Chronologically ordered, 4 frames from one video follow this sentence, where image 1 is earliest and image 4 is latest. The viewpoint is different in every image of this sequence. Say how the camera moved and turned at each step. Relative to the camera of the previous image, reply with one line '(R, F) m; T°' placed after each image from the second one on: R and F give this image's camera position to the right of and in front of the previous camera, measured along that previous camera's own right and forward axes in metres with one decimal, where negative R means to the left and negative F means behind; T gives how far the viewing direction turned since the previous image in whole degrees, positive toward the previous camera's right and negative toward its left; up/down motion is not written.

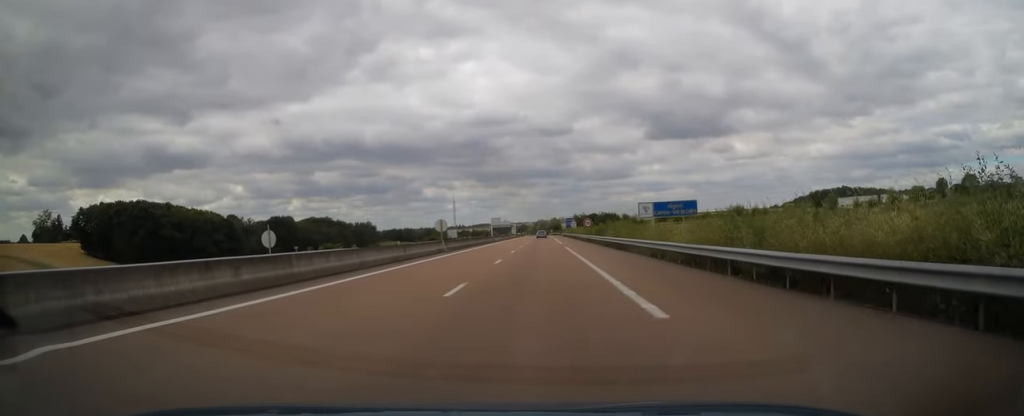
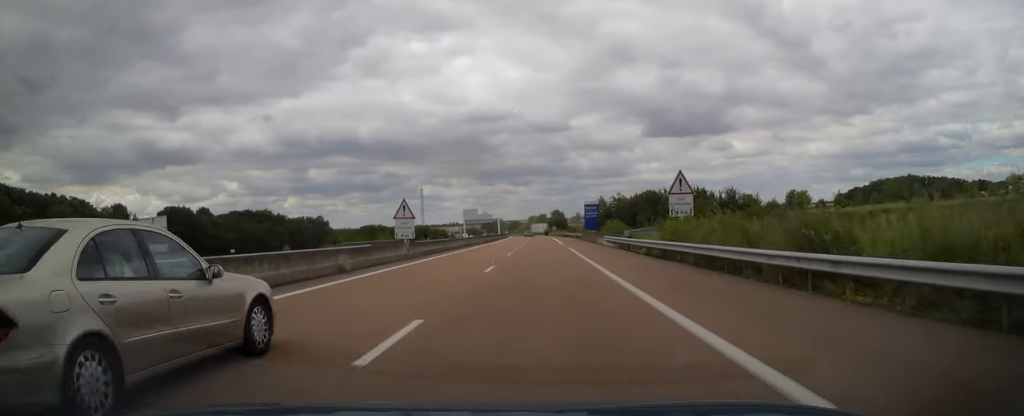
(-0.1, +109.6) m; 0°
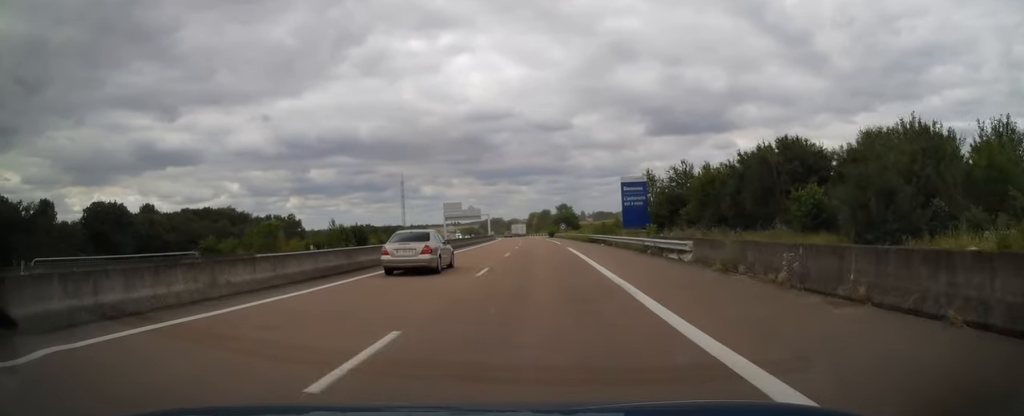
(+0.4, +52.9) m; +1°
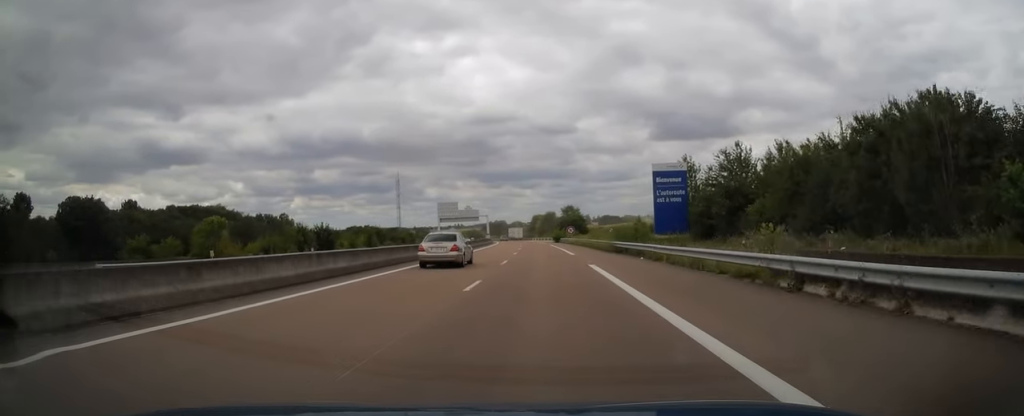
(+0.1, +16.6) m; -1°
